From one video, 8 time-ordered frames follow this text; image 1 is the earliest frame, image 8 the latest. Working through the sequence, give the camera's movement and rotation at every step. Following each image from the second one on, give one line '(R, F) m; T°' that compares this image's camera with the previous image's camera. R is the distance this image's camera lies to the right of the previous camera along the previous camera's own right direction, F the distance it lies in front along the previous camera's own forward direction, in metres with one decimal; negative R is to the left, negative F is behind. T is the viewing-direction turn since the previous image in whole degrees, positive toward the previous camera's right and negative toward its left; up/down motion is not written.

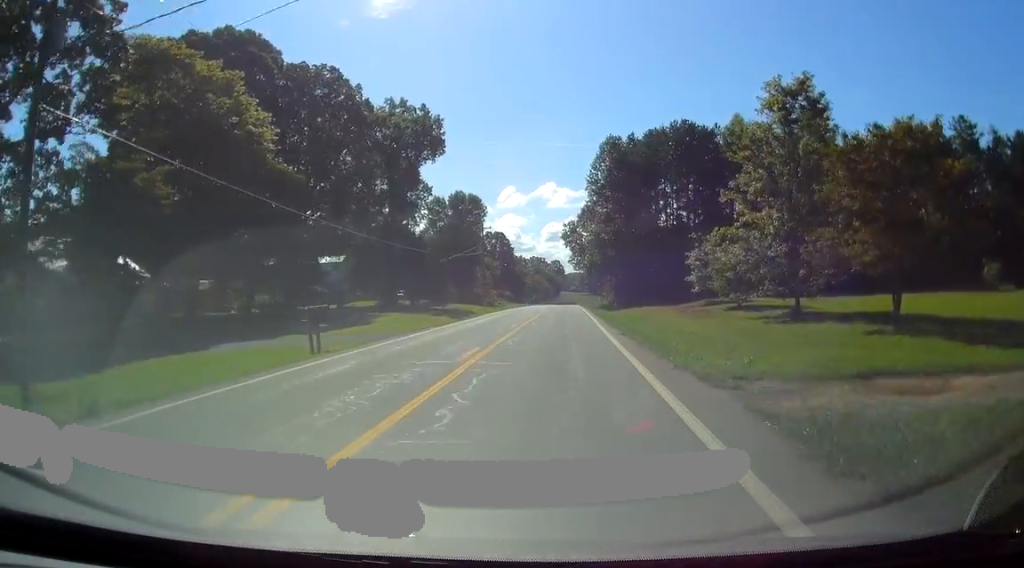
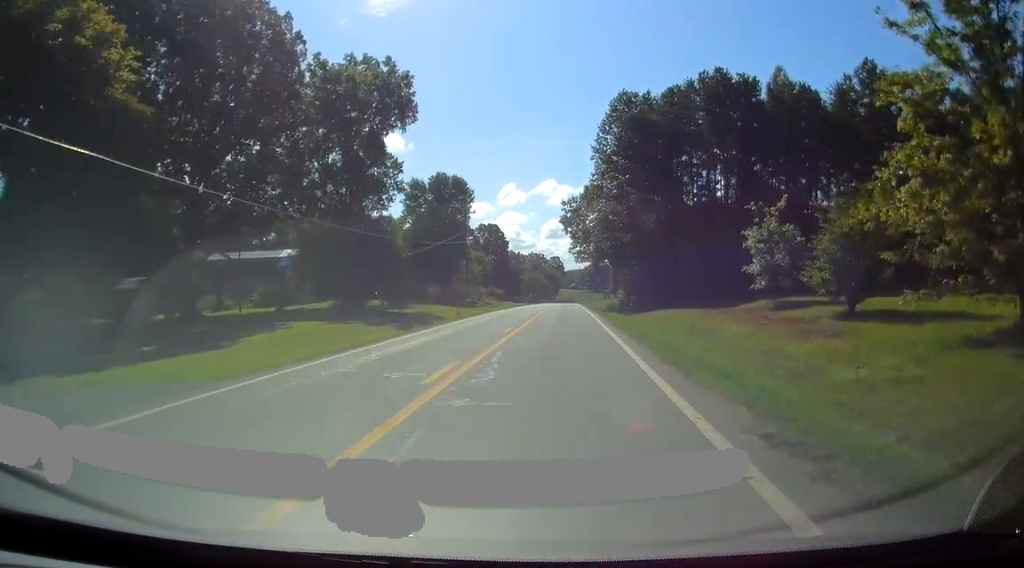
(0.0, +16.0) m; -1°
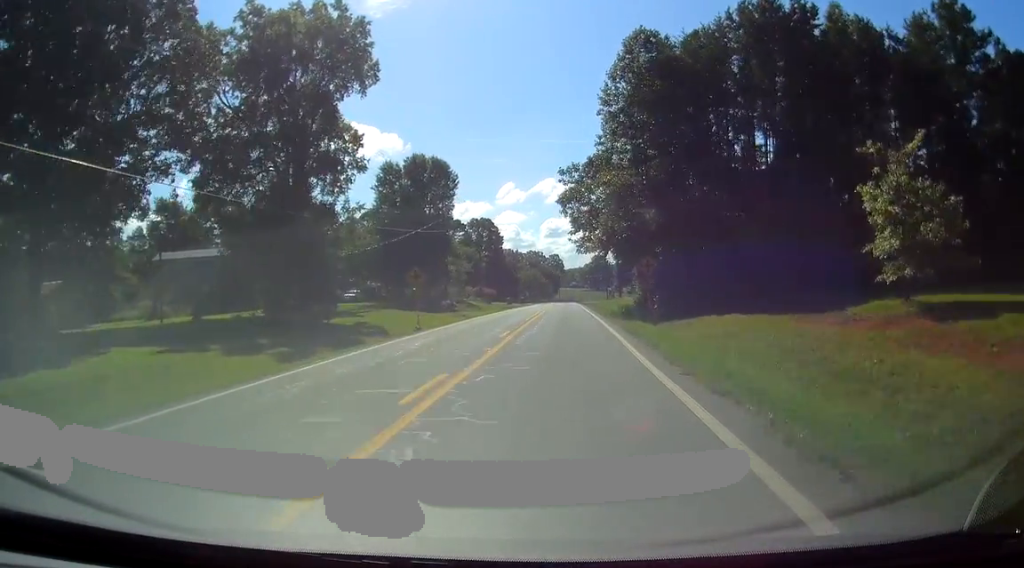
(-0.2, +14.0) m; 0°
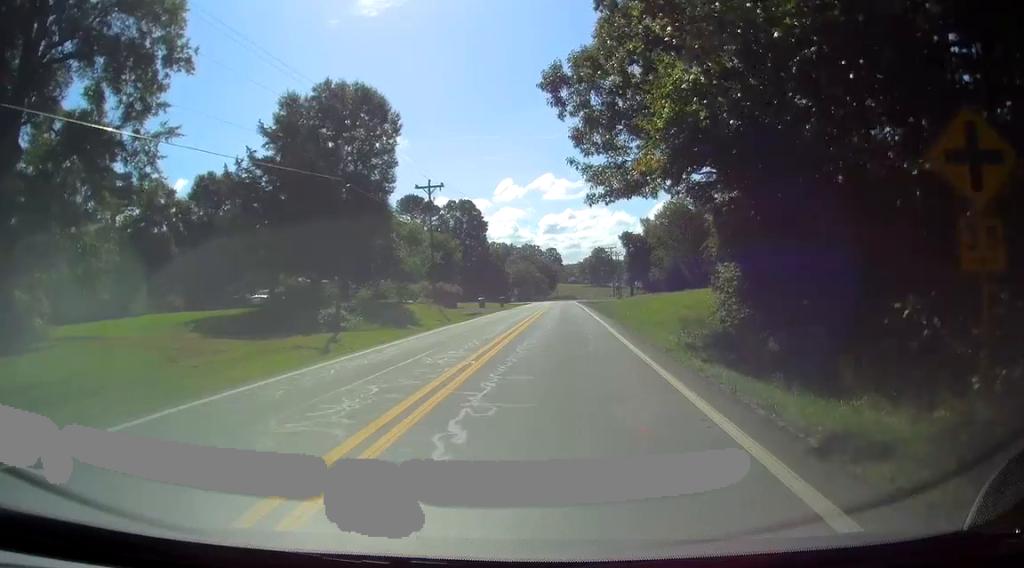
(+0.1, +30.1) m; +1°
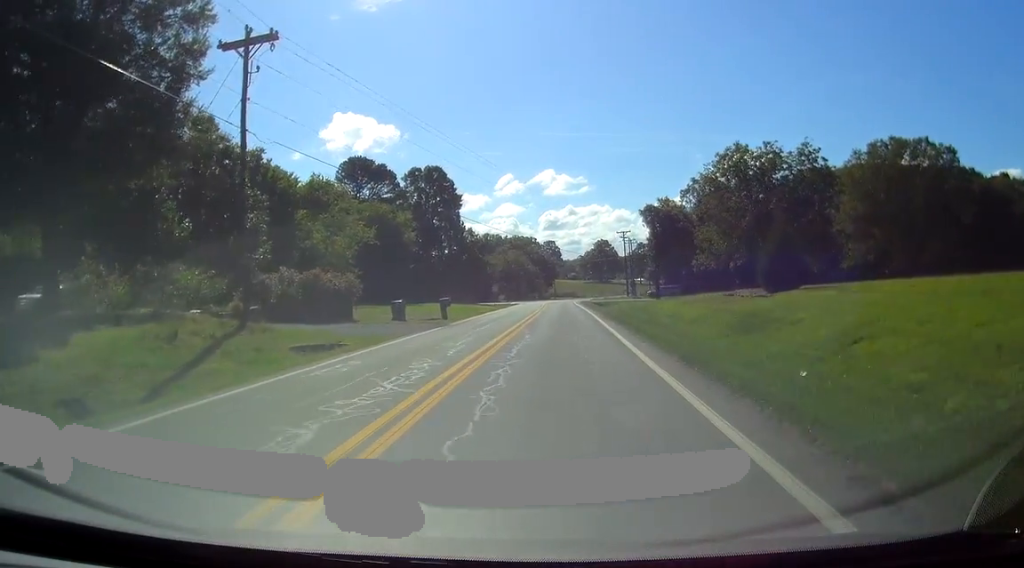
(+0.5, +34.3) m; 0°
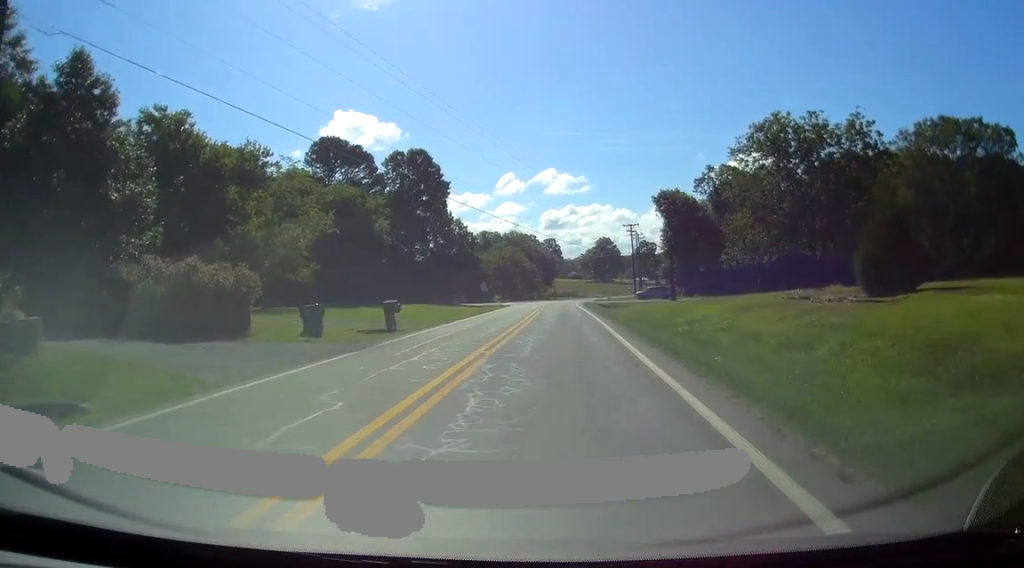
(-0.2, +12.0) m; -1°
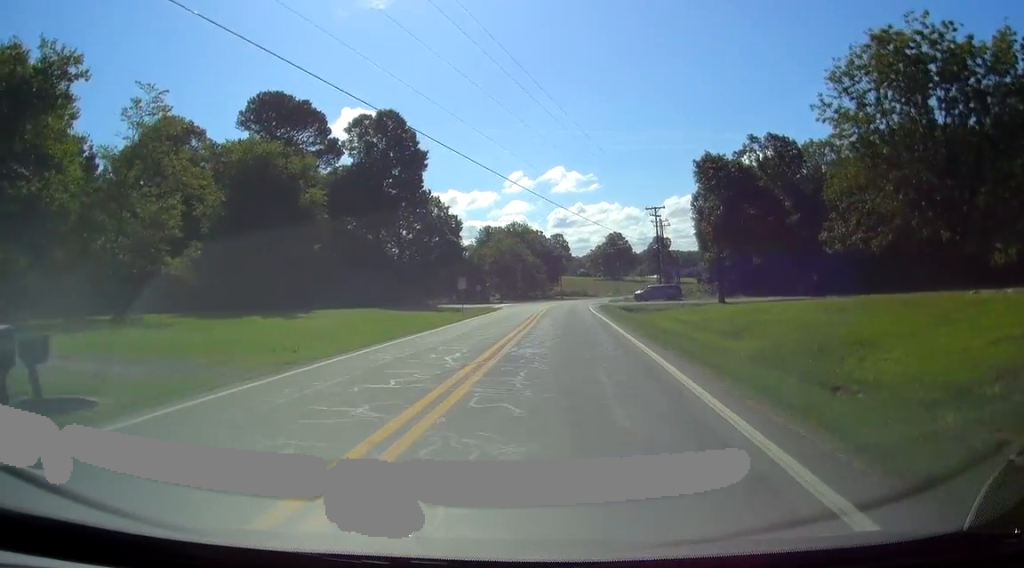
(-0.2, +19.9) m; 0°
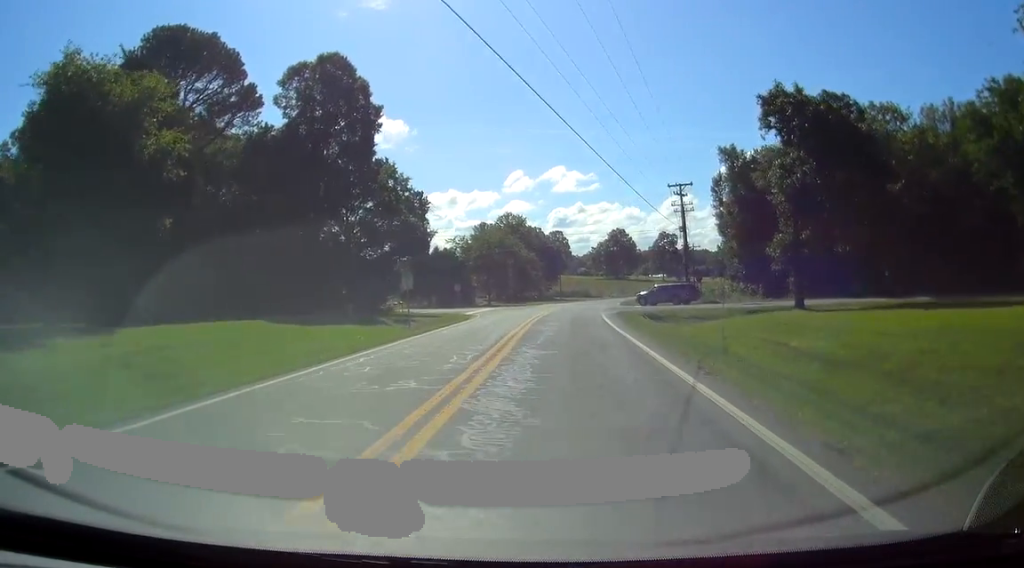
(+0.1, +18.5) m; +1°
